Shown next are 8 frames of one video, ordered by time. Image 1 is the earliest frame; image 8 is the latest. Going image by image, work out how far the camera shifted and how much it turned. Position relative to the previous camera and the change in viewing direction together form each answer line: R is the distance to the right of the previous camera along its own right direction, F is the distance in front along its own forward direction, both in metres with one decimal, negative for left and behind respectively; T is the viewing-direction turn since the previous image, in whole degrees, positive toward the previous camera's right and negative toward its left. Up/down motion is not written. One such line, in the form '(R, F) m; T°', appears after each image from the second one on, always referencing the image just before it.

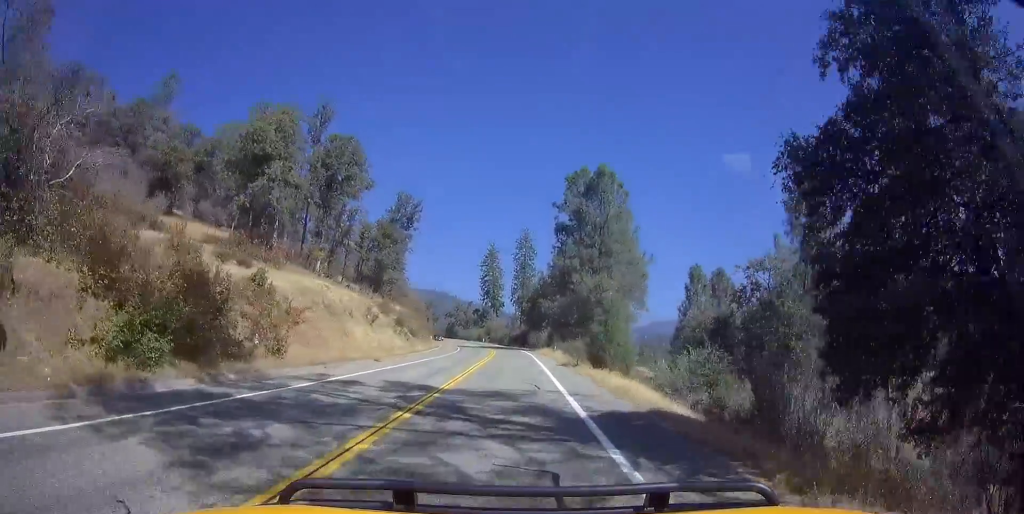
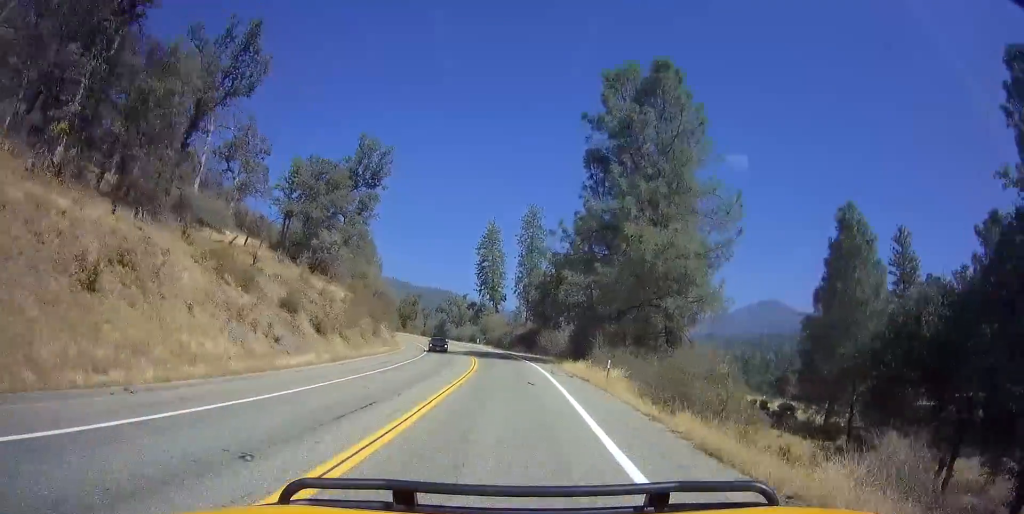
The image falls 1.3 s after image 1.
(-1.0, +28.6) m; -3°
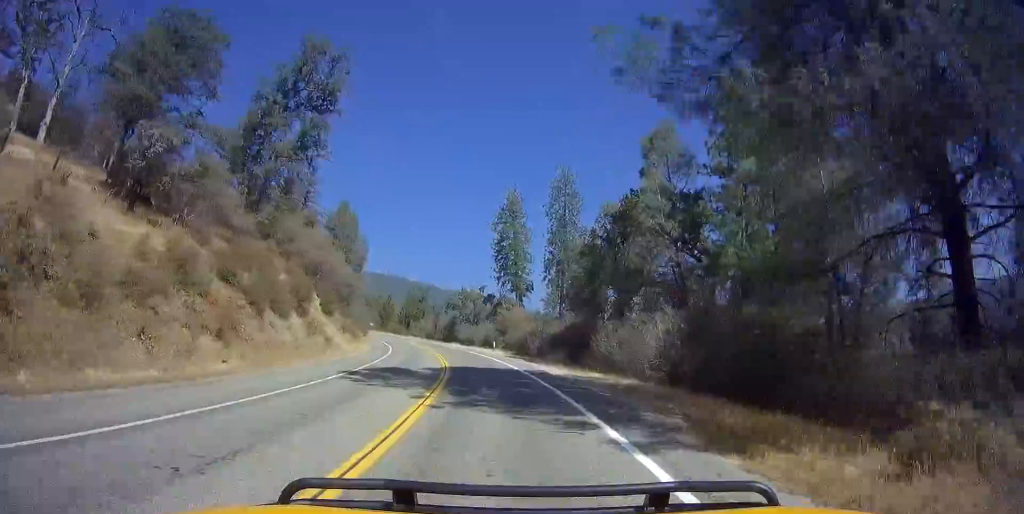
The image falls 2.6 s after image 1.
(-1.2, +28.4) m; -8°
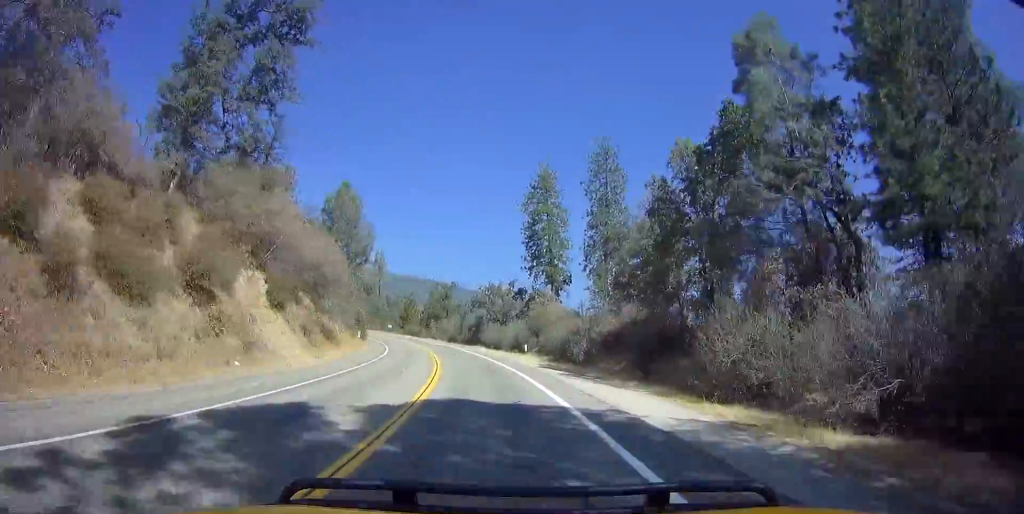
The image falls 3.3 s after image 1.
(-0.6, +14.2) m; -5°
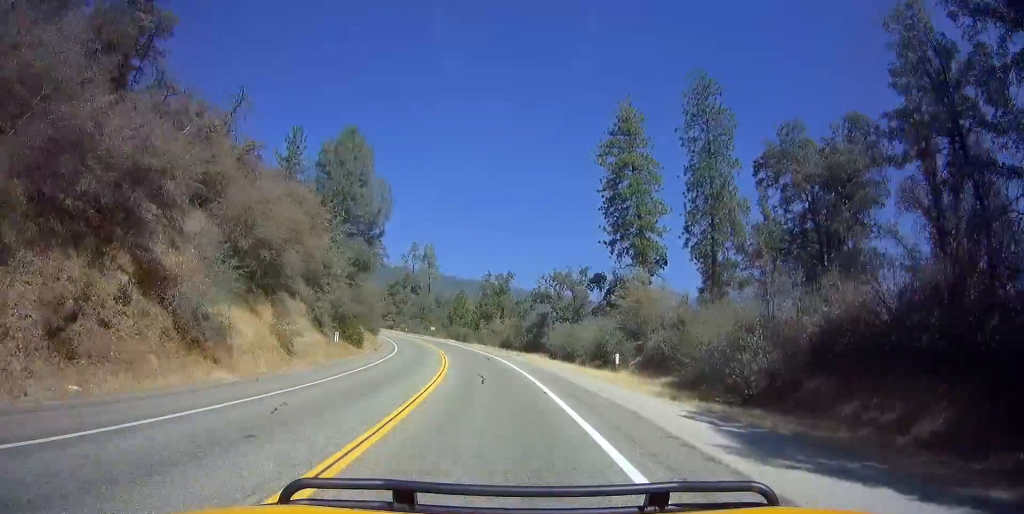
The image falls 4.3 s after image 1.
(-1.5, +21.7) m; -6°
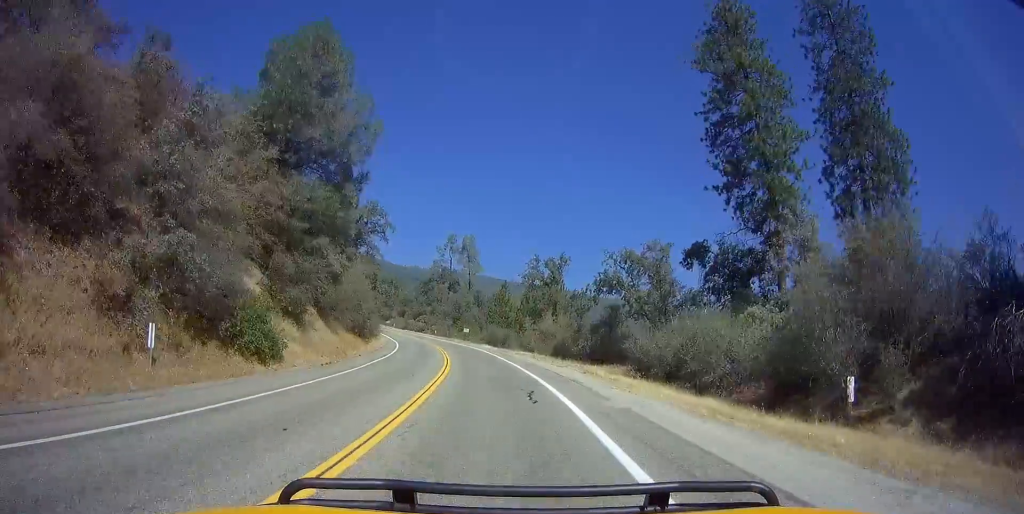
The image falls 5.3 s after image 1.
(-0.6, +20.4) m; -3°
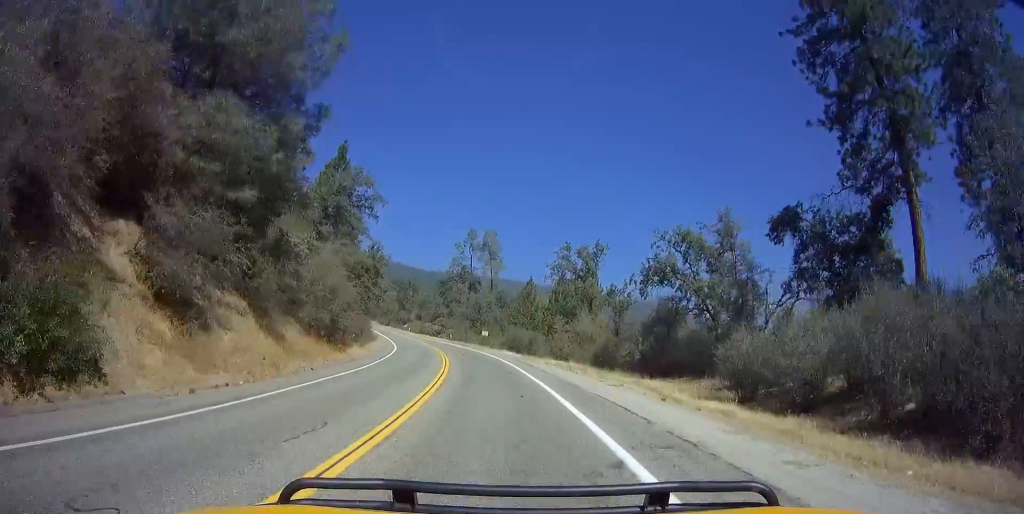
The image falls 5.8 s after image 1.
(+0.2, +11.4) m; -3°
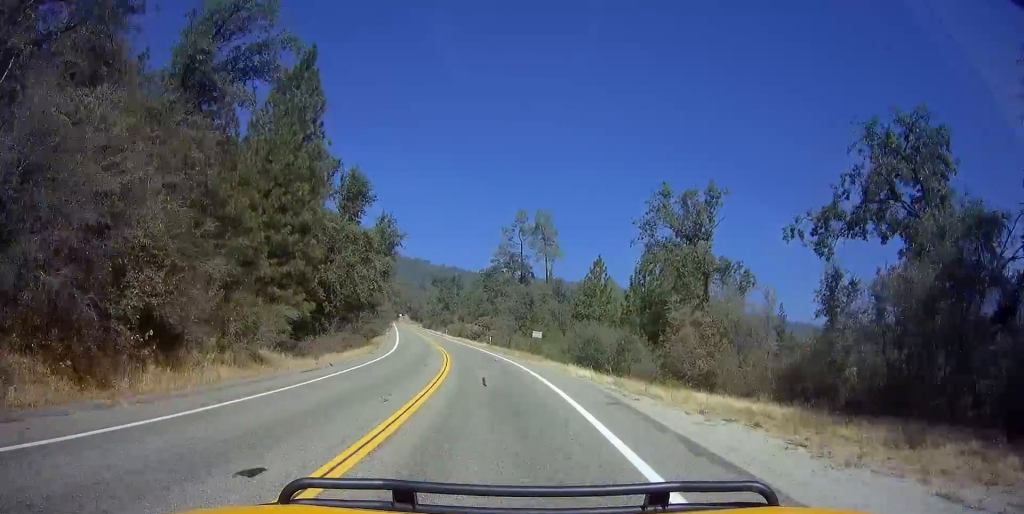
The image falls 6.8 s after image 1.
(-1.7, +22.3) m; -7°
